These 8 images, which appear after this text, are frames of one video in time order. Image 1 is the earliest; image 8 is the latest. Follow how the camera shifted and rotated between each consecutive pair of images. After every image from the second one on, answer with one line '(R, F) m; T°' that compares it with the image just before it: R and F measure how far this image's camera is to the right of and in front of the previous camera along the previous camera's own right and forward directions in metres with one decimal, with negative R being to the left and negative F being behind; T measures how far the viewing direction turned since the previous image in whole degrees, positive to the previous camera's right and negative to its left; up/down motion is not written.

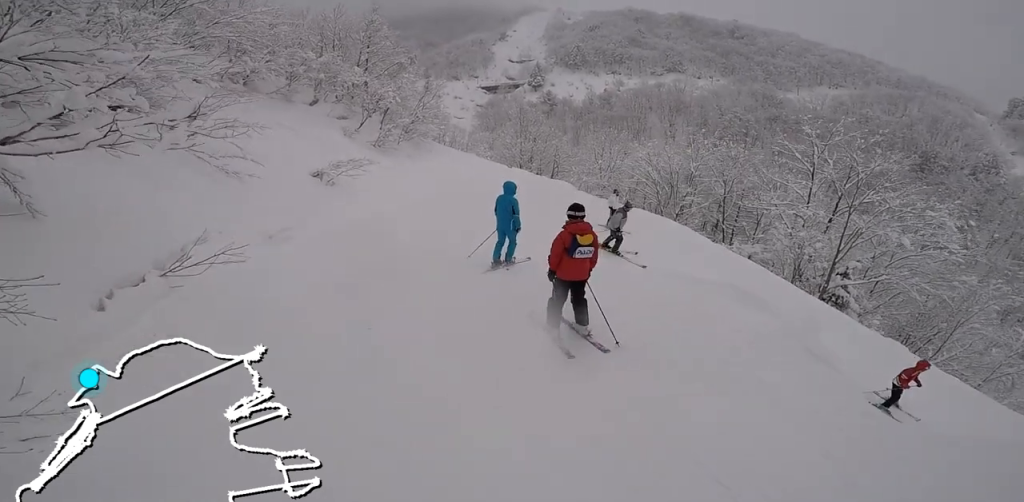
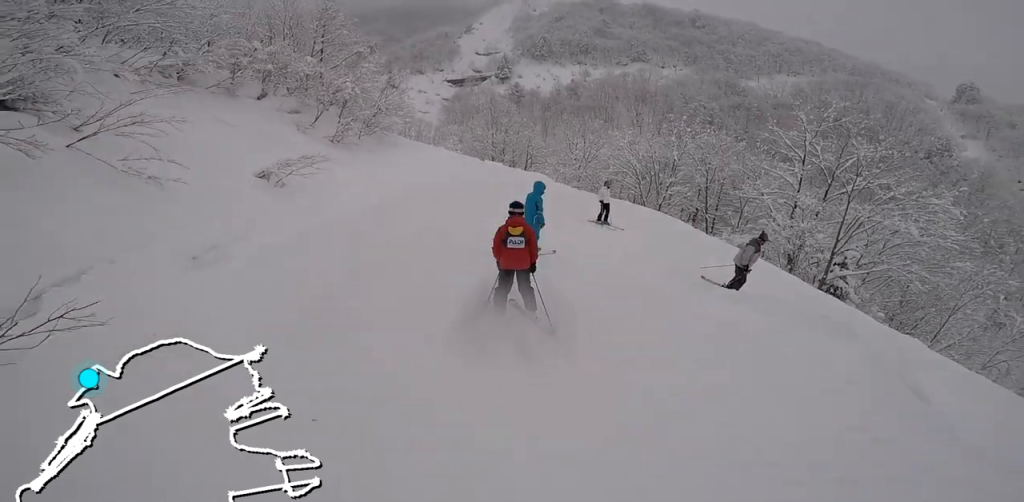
(+0.2, +2.0) m; +11°
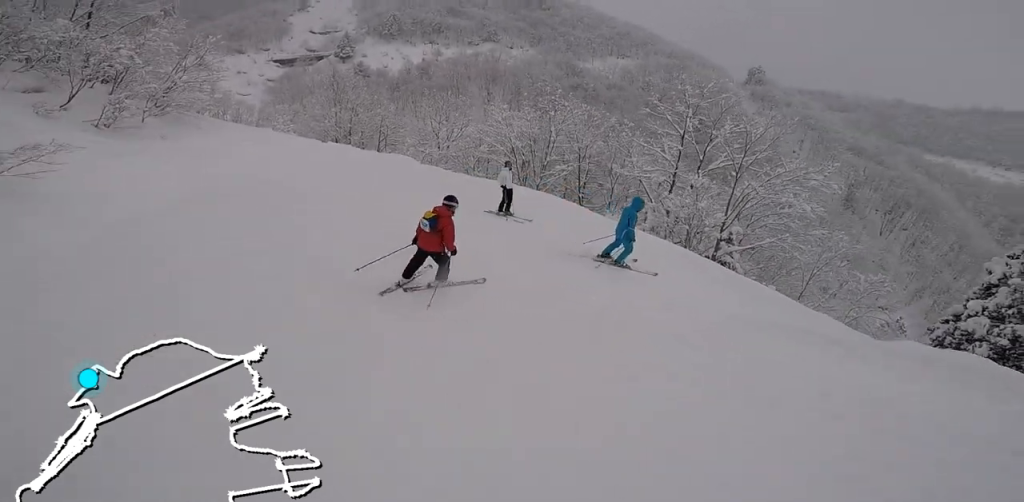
(+0.7, +2.9) m; +37°
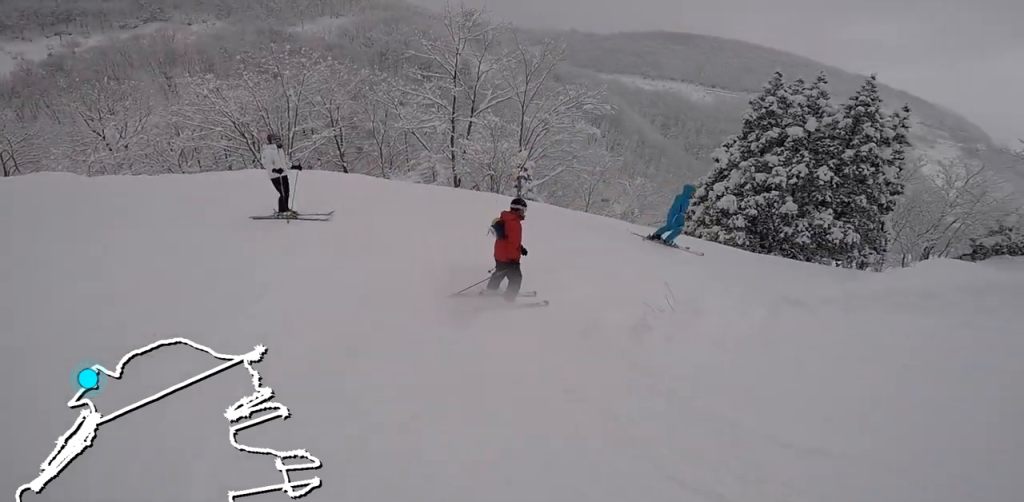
(+0.8, +1.8) m; +45°
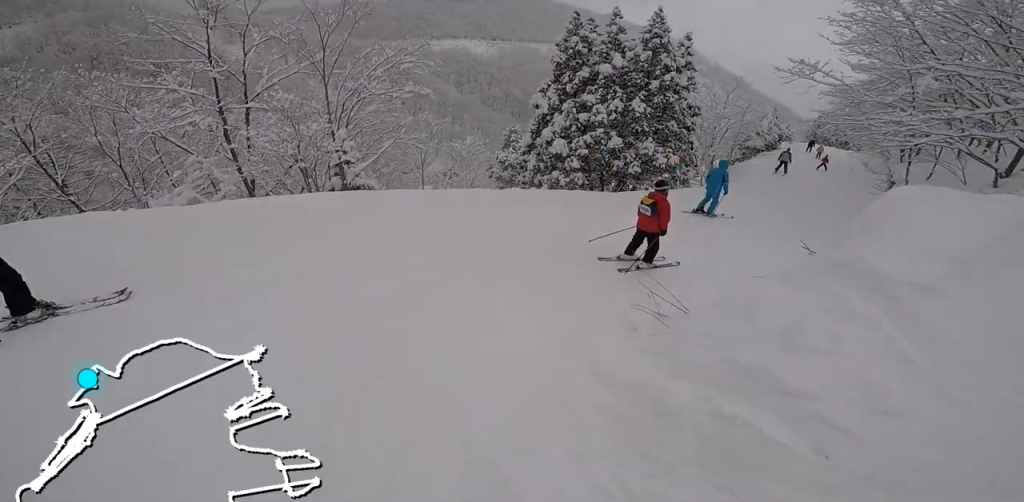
(+0.6, +2.1) m; +26°
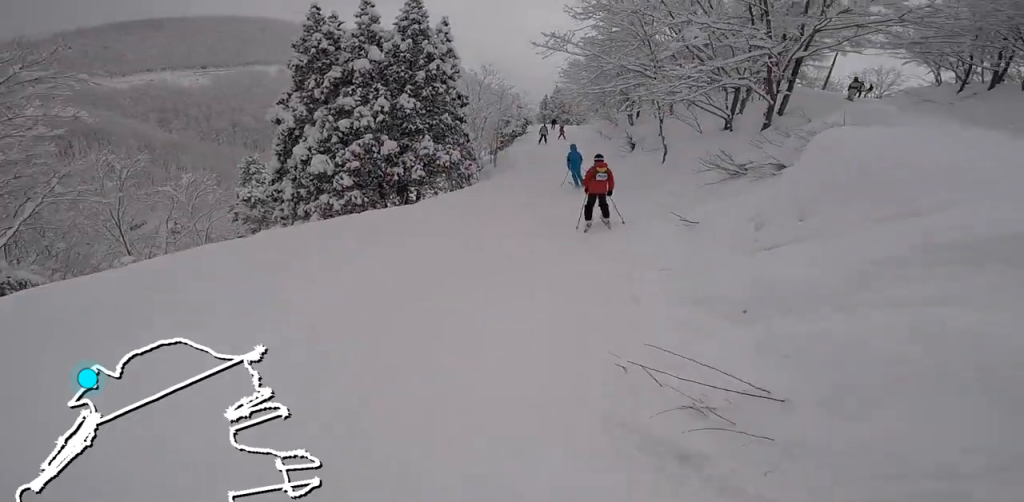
(+0.3, +2.6) m; +13°
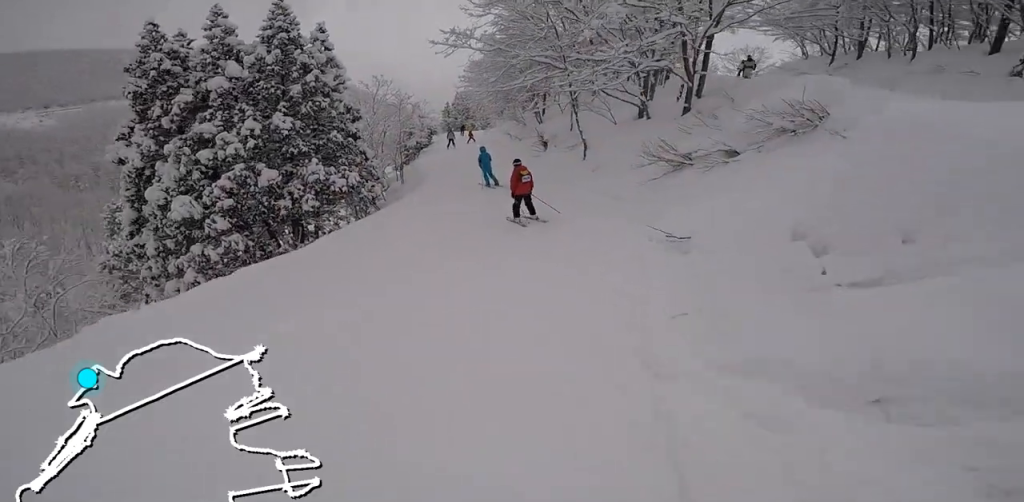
(+0.1, +1.8) m; +4°
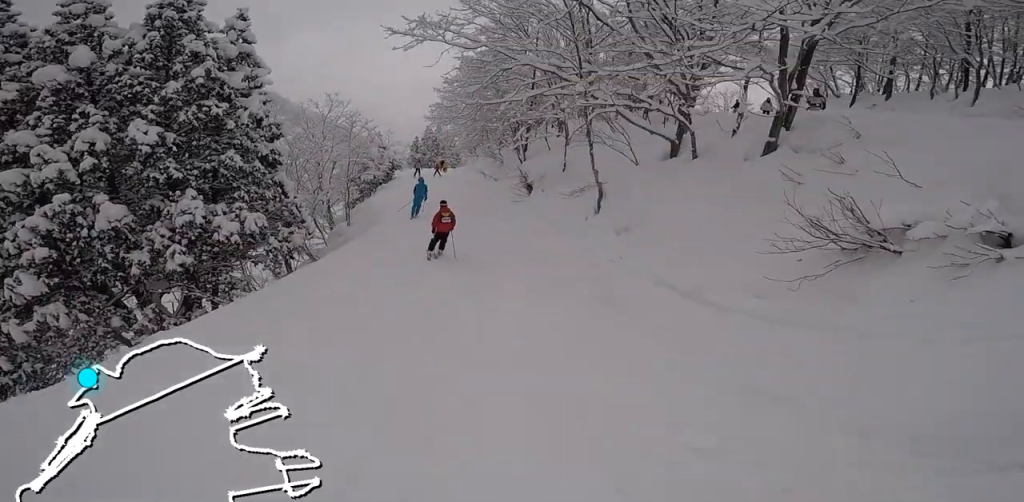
(+0.3, +4.6) m; +4°
